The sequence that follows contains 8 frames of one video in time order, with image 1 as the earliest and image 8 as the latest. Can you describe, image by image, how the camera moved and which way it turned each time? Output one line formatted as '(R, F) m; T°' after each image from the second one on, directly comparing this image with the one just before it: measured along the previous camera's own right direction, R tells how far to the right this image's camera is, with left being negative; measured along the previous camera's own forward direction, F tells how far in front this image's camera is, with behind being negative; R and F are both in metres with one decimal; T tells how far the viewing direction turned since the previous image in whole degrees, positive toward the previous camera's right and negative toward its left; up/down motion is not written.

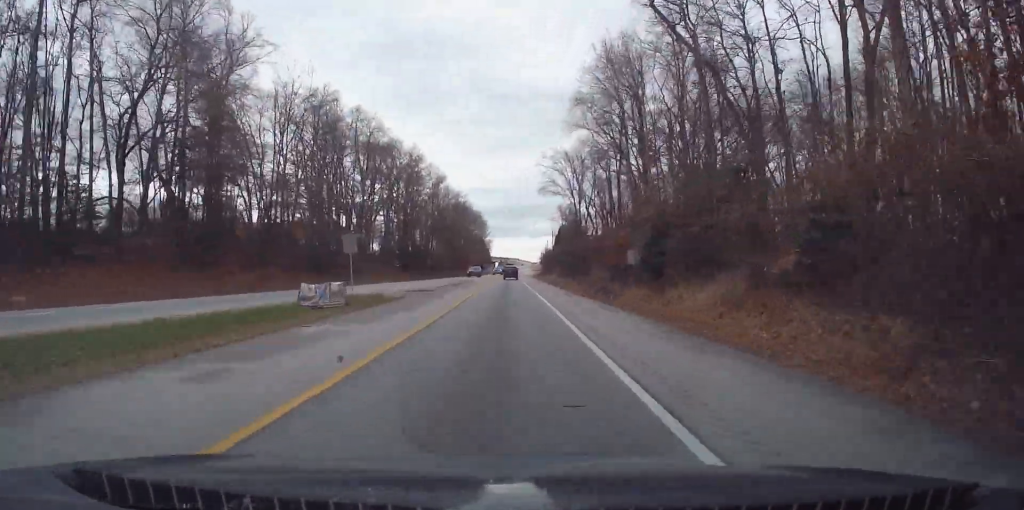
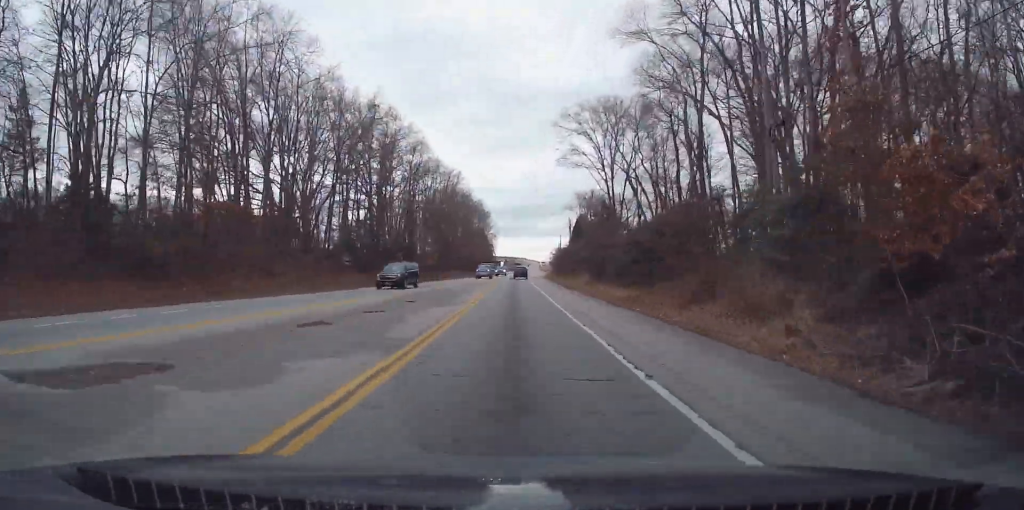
(-0.1, +32.4) m; 0°
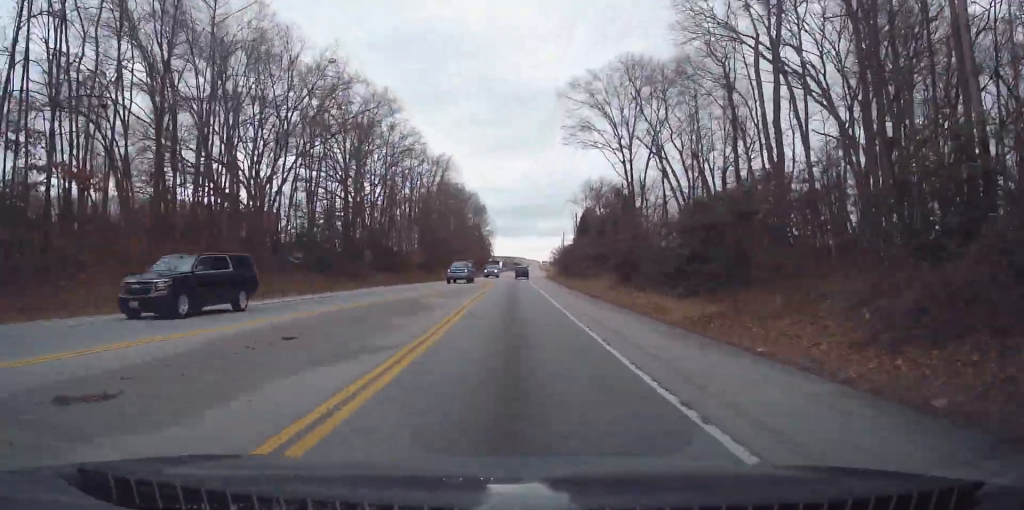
(+0.1, +14.5) m; 0°
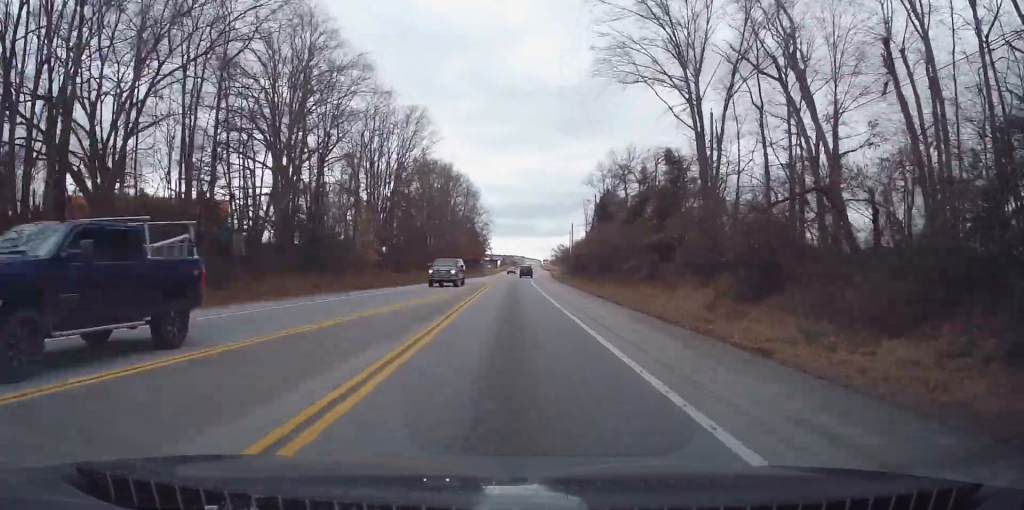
(-0.2, +26.5) m; 0°
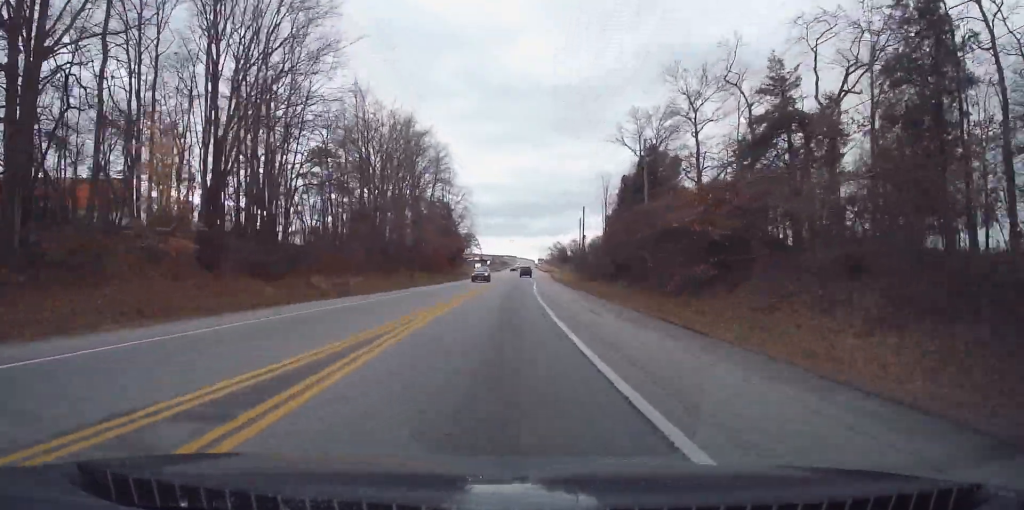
(+0.6, +35.7) m; +1°
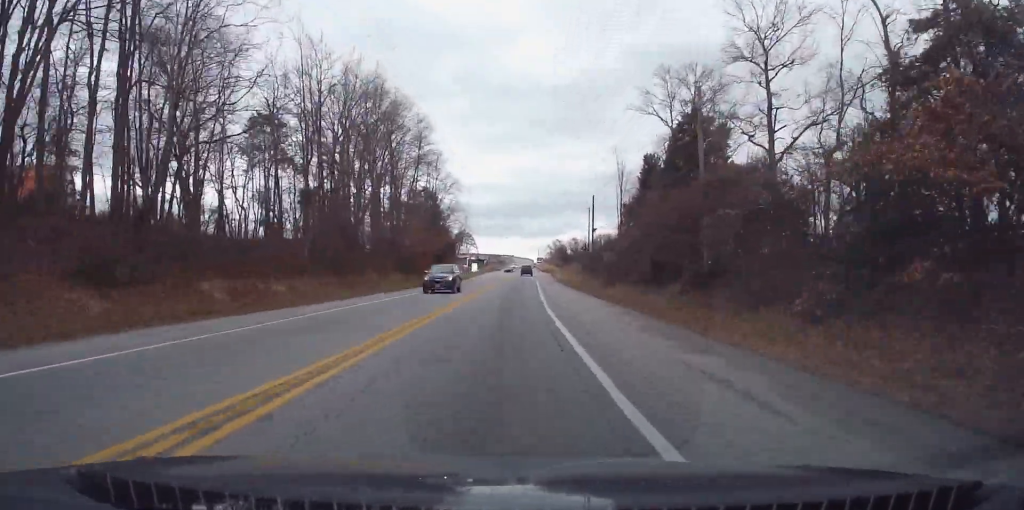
(0.0, +14.5) m; 0°
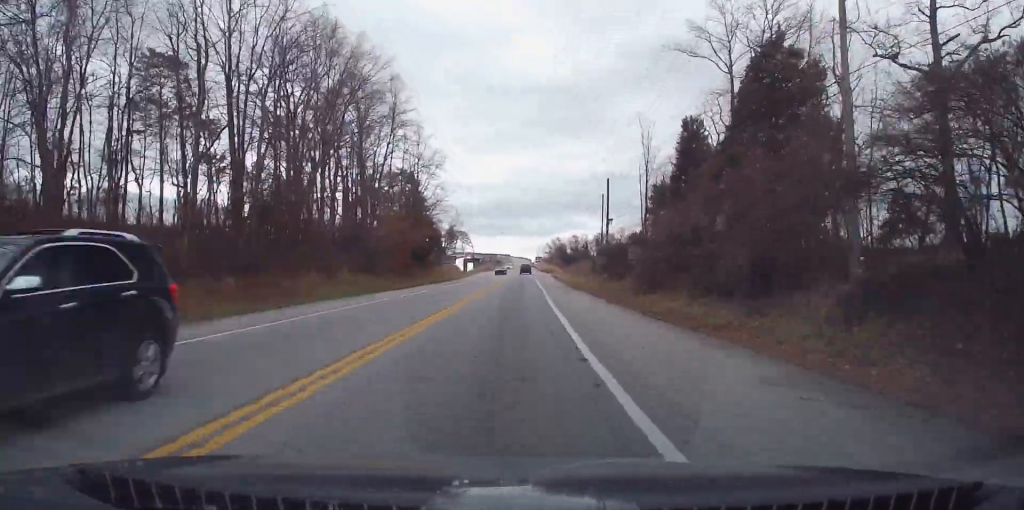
(0.0, +15.3) m; 0°
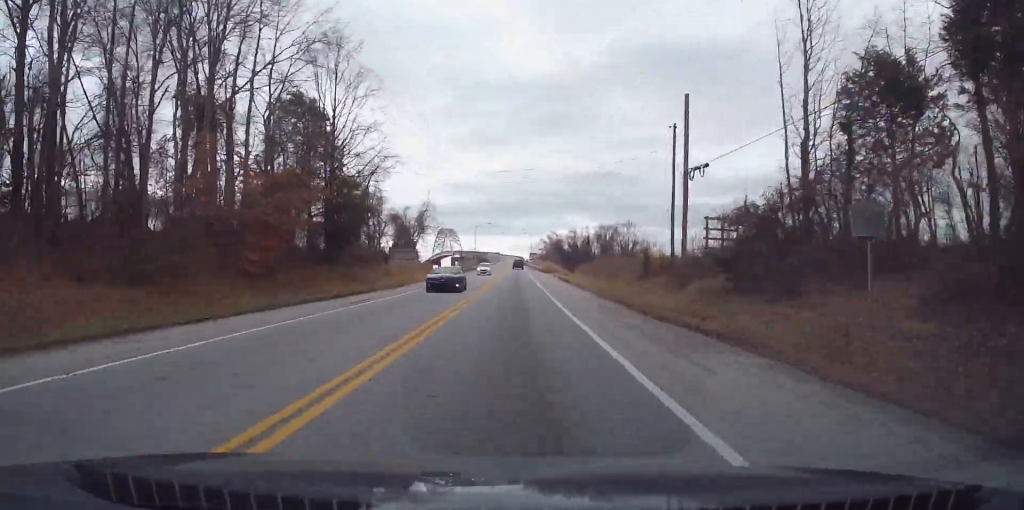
(+0.3, +34.0) m; +1°
